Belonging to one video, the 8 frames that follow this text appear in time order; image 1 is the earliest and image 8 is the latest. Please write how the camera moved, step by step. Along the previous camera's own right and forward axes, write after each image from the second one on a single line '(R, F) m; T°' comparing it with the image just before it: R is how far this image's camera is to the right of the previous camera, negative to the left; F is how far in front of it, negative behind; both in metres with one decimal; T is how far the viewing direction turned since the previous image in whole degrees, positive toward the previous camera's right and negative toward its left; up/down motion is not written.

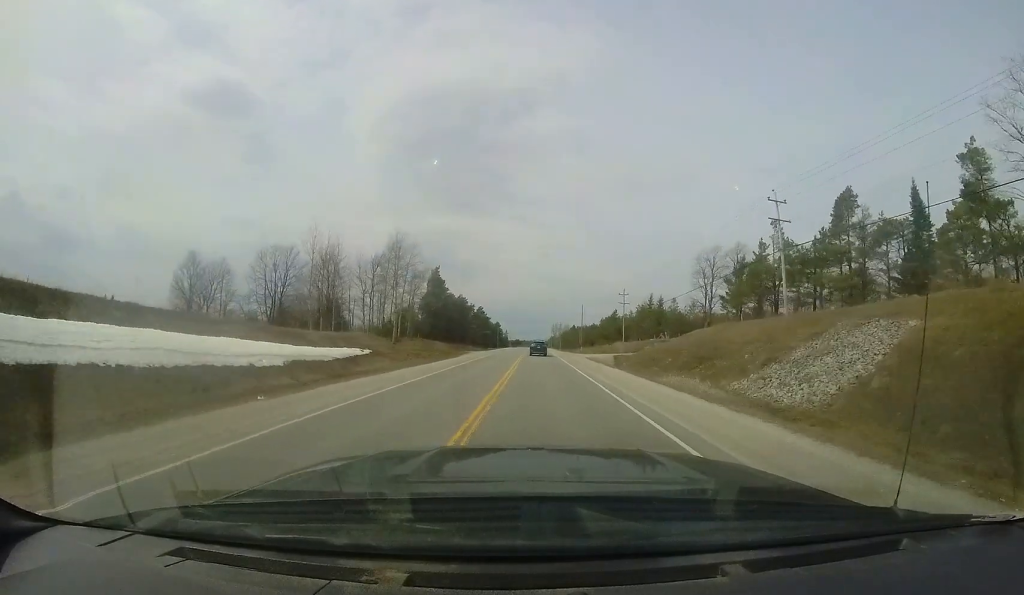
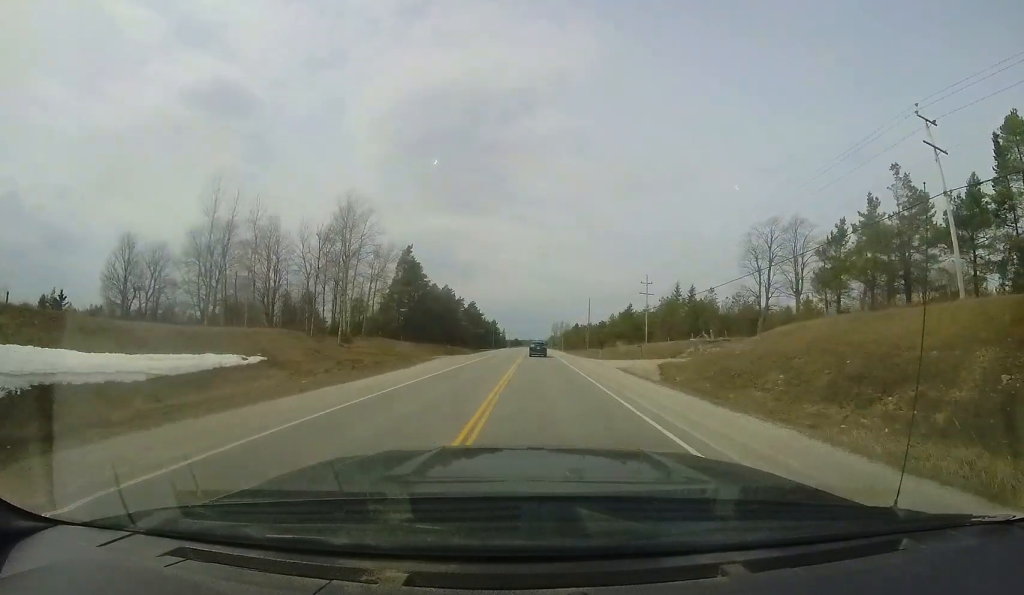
(0.0, +16.6) m; 0°
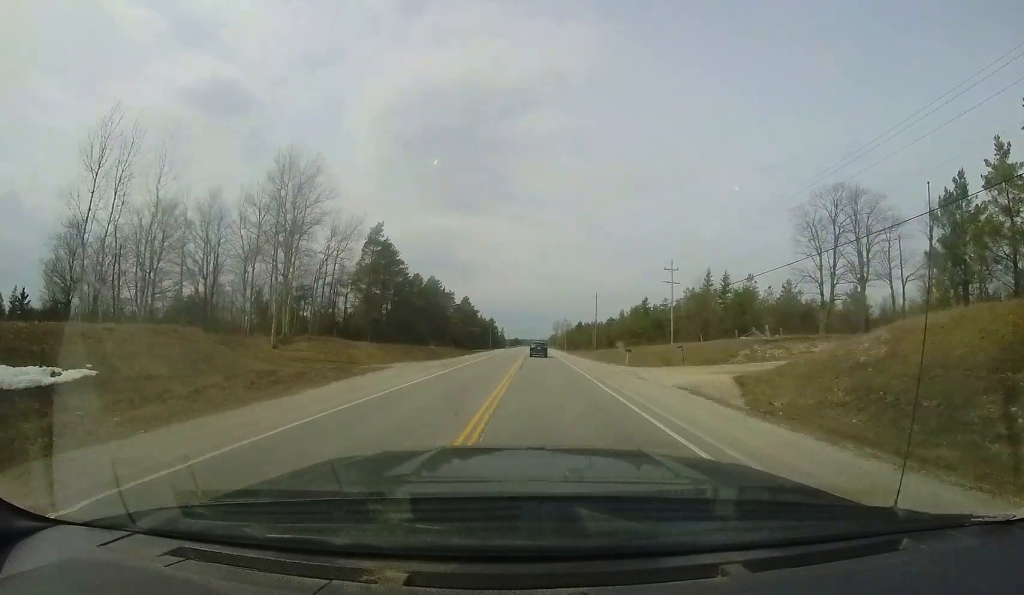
(0.0, +11.7) m; 0°
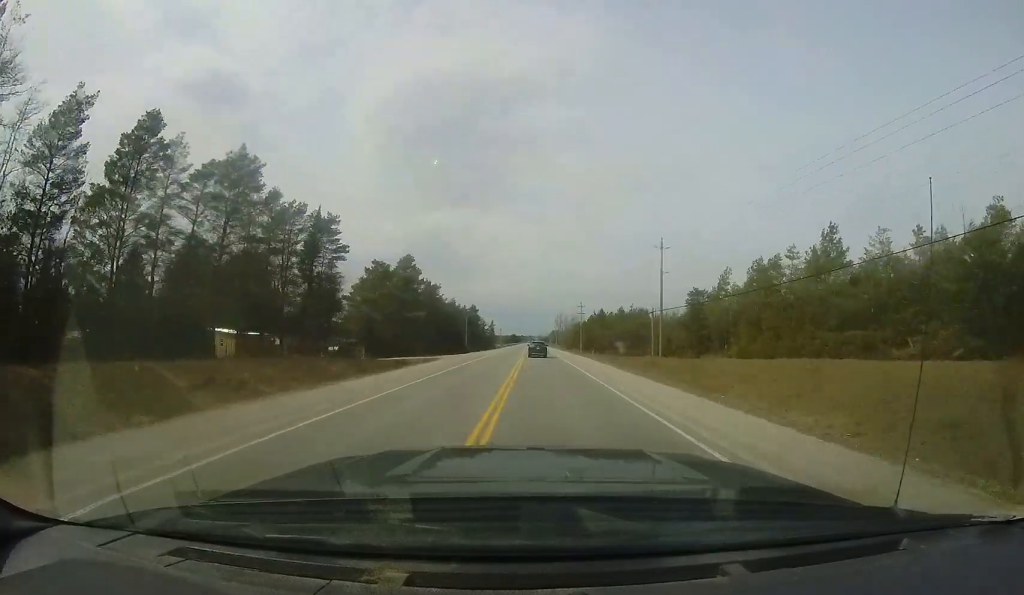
(-0.2, +50.9) m; 0°
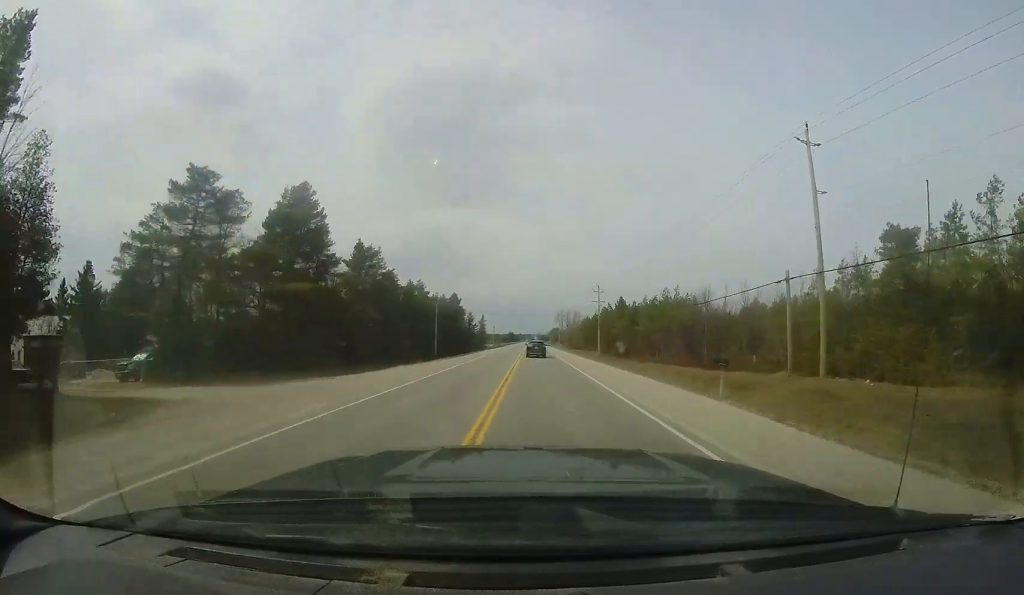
(+0.4, +28.2) m; +1°
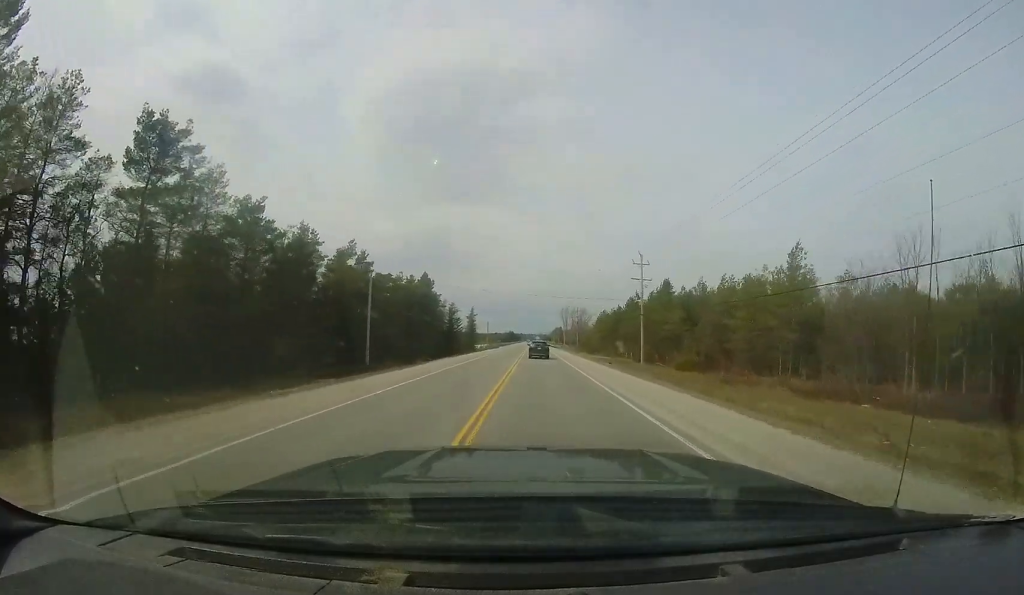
(-0.3, +27.5) m; -1°
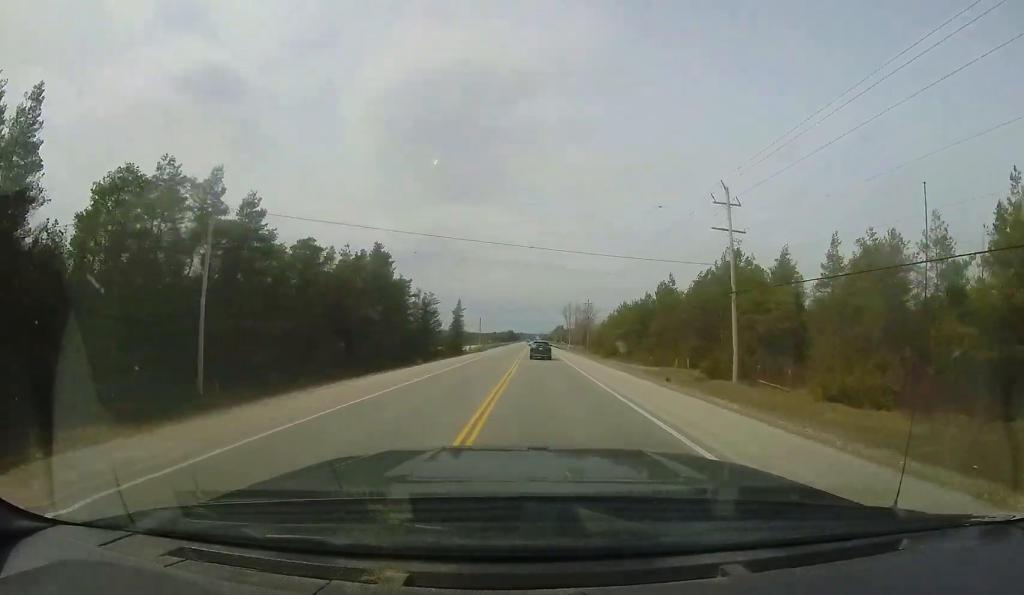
(-0.1, +20.8) m; 0°
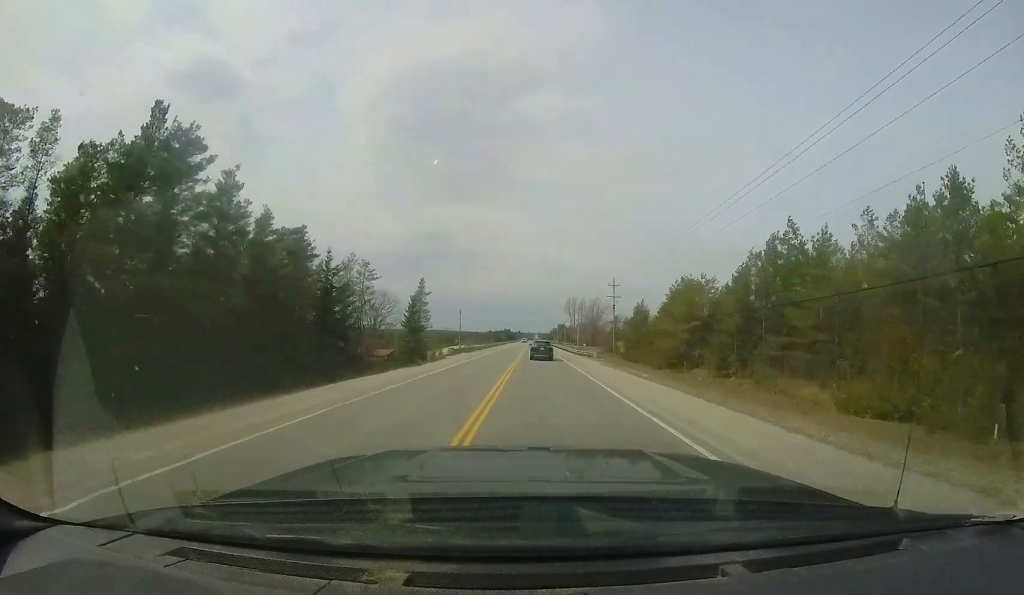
(+0.2, +30.5) m; 0°
